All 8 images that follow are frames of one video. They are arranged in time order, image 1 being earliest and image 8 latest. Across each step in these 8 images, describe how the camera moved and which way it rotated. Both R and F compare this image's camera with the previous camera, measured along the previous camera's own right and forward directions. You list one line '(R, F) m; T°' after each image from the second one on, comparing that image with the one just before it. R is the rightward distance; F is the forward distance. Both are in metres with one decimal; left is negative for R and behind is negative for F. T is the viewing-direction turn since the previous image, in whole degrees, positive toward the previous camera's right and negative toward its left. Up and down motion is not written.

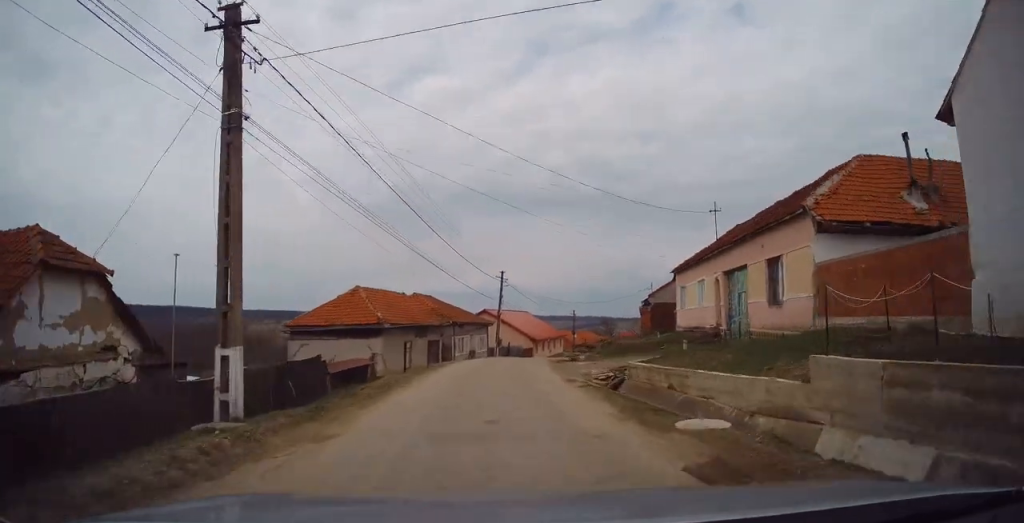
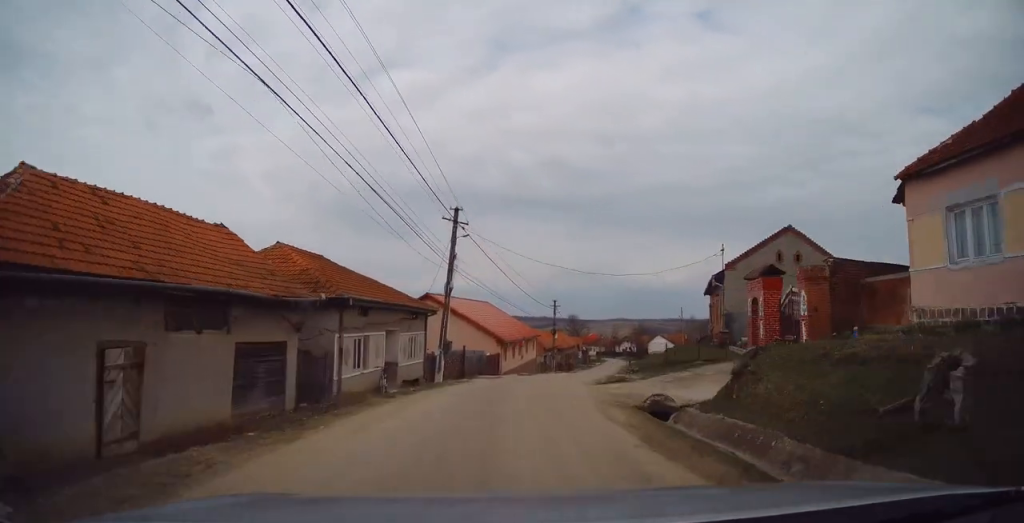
(0.0, +22.9) m; +4°
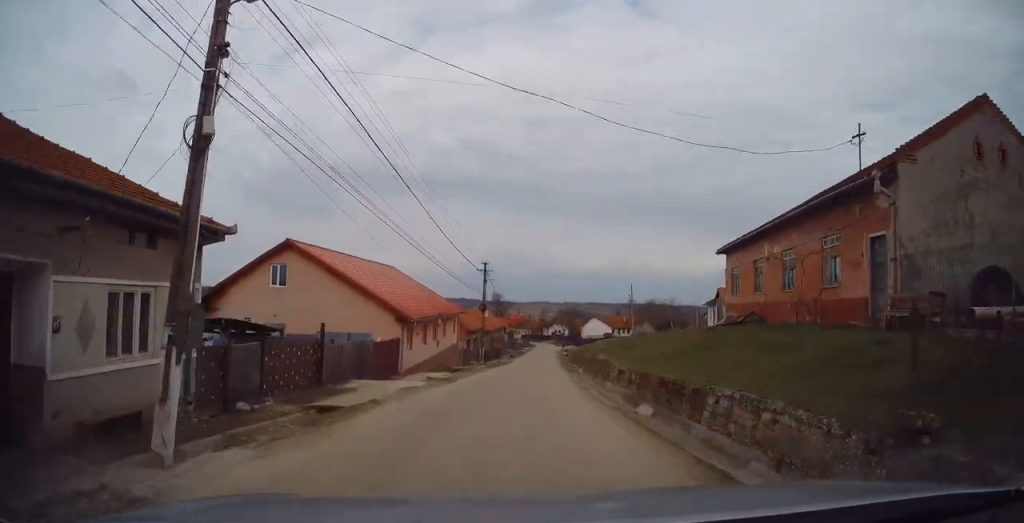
(+1.5, +16.7) m; +9°
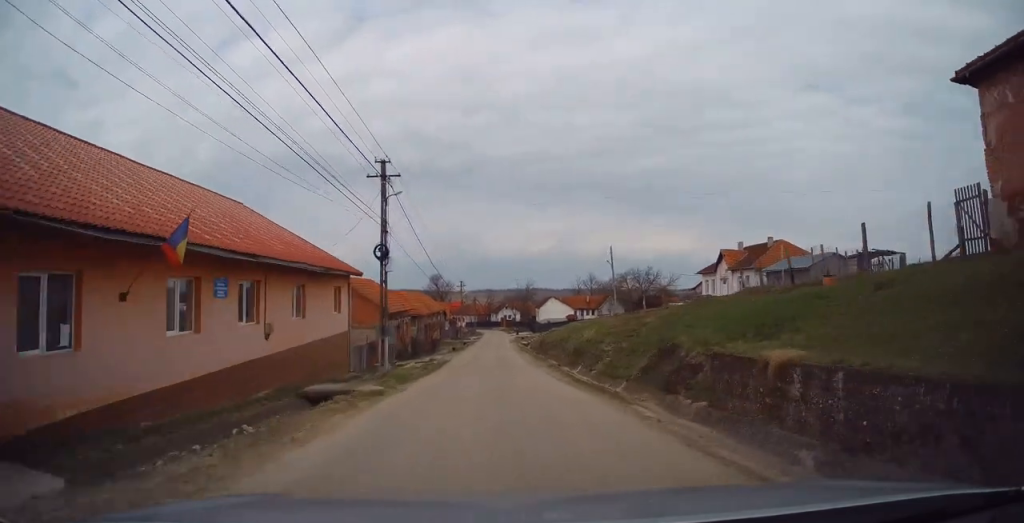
(+1.4, +20.7) m; +5°
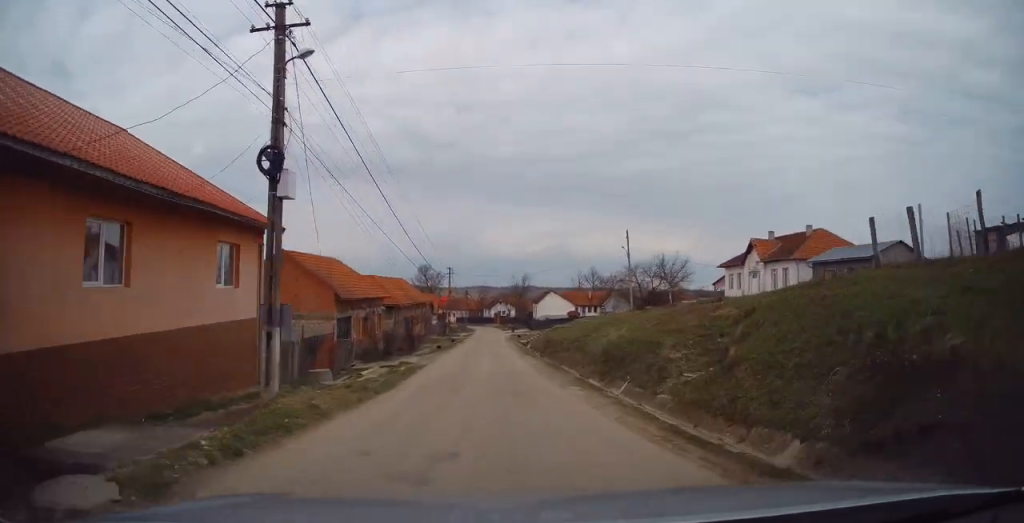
(0.0, +9.7) m; 0°
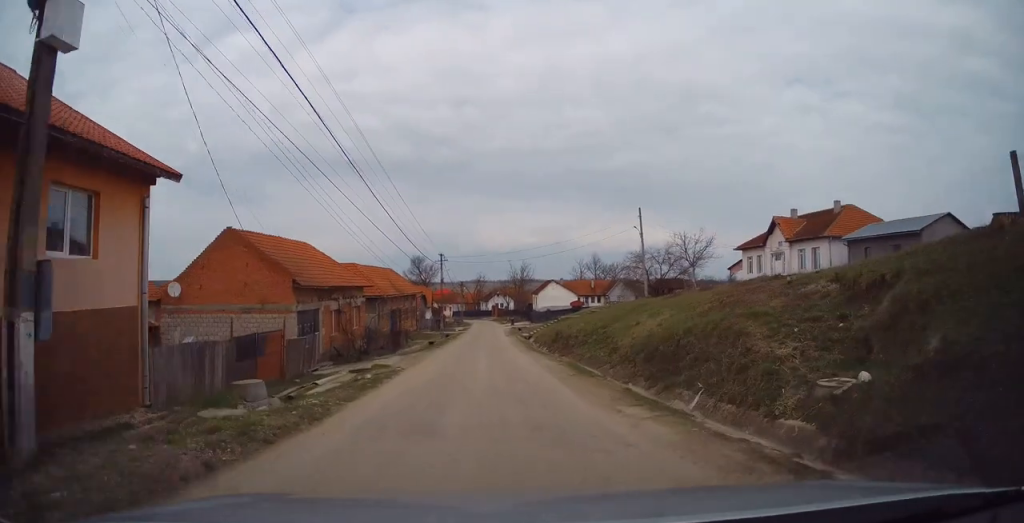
(0.0, +6.3) m; 0°
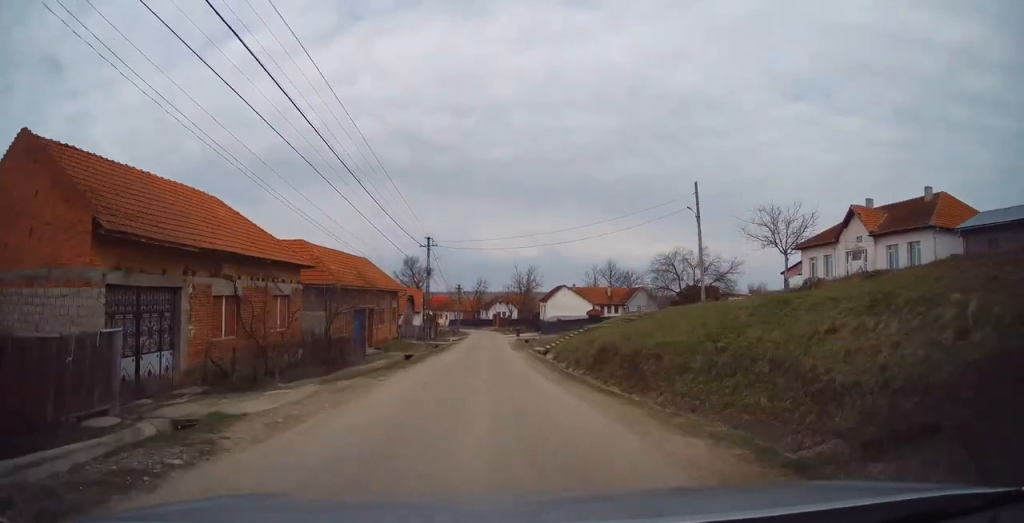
(0.0, +12.7) m; +1°
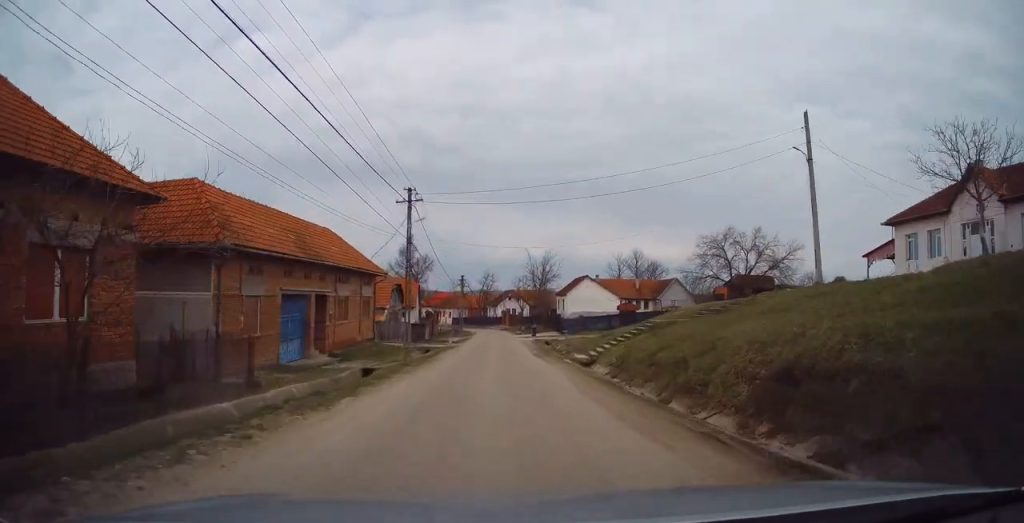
(+0.3, +12.6) m; 0°
